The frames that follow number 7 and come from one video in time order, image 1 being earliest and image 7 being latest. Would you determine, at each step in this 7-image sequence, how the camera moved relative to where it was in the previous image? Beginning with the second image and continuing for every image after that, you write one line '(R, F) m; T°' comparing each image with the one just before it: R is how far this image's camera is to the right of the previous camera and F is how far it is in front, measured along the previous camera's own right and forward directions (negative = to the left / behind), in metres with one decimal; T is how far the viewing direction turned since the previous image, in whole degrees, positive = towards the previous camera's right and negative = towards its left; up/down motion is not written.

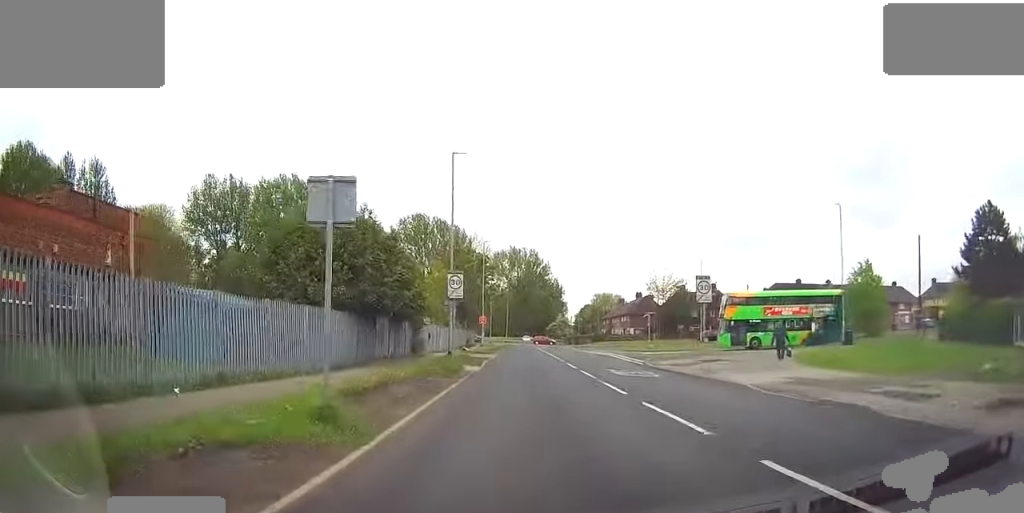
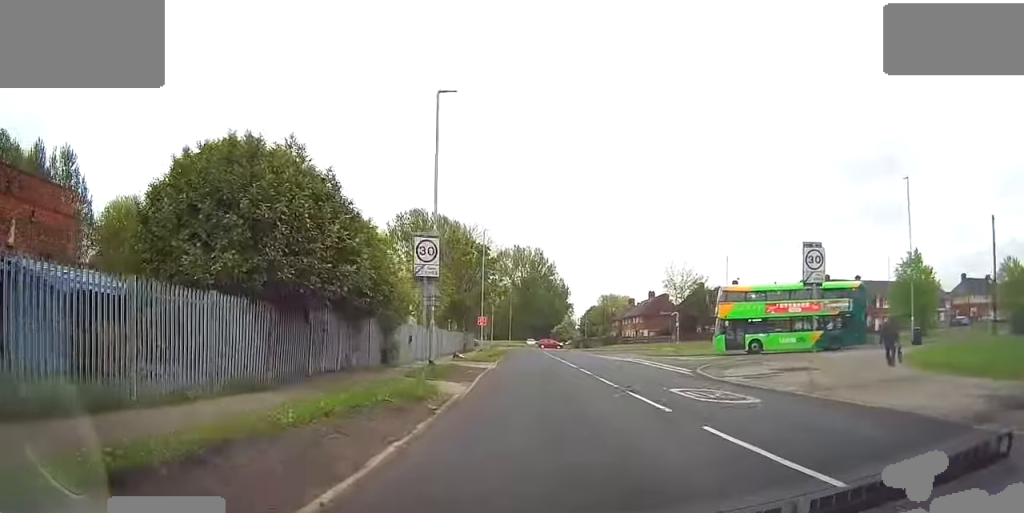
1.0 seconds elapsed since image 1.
(-0.2, +9.3) m; 0°
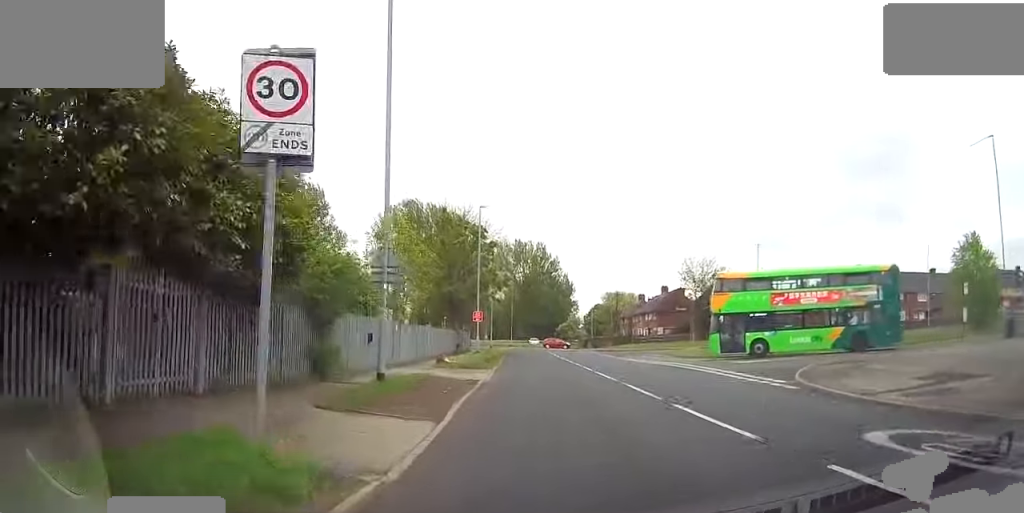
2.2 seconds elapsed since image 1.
(+0.2, +9.7) m; +1°
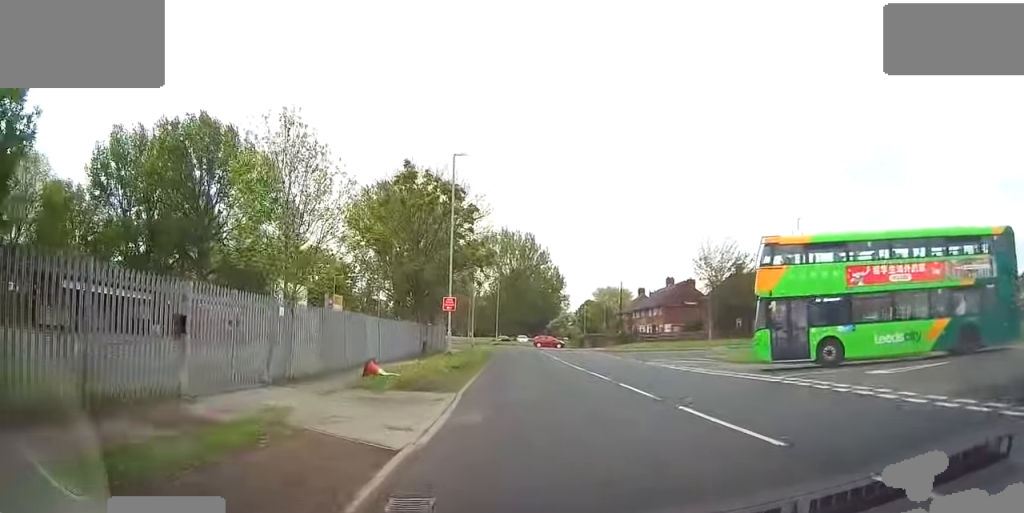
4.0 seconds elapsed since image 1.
(+0.1, +13.1) m; 0°
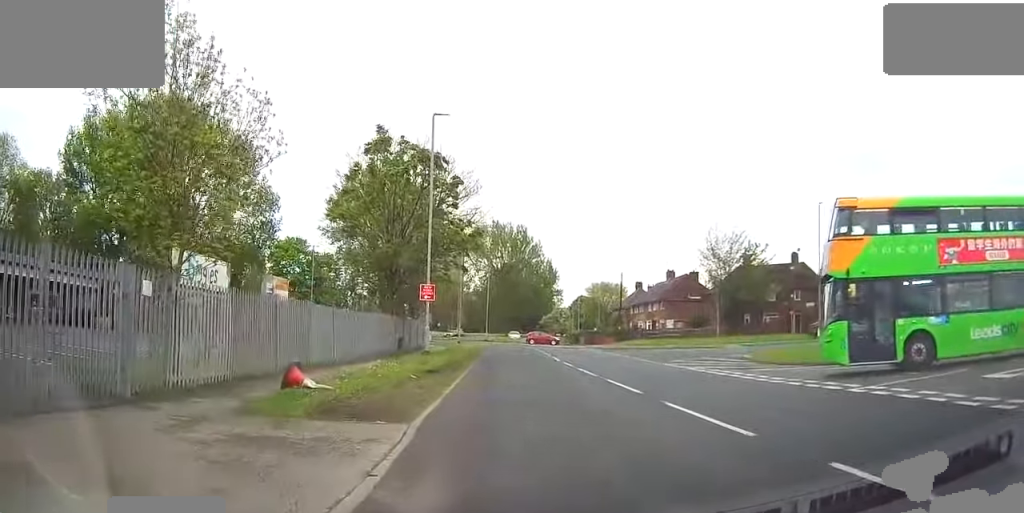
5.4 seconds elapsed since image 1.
(-0.1, +6.3) m; +3°
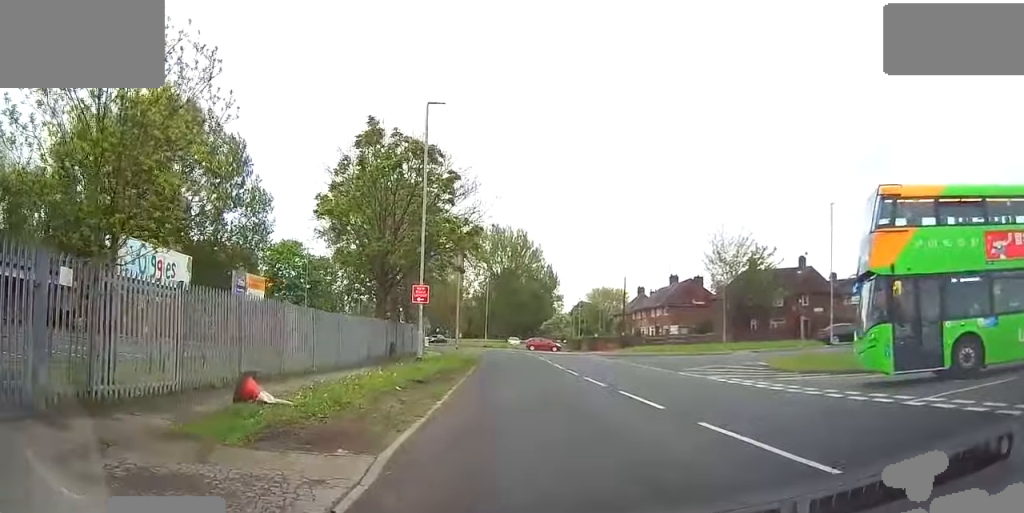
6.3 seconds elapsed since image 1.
(+0.2, +3.1) m; +1°
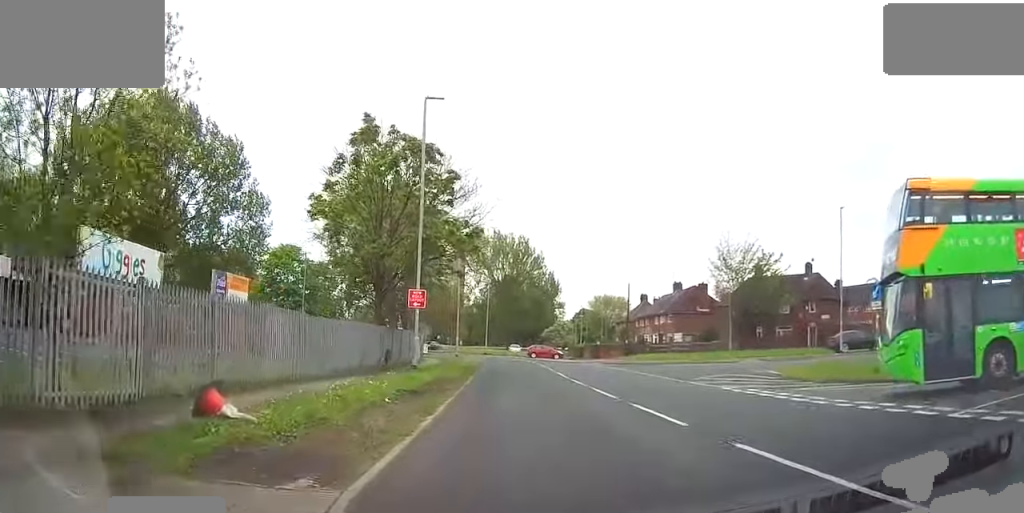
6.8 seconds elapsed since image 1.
(+0.2, +1.6) m; -3°
